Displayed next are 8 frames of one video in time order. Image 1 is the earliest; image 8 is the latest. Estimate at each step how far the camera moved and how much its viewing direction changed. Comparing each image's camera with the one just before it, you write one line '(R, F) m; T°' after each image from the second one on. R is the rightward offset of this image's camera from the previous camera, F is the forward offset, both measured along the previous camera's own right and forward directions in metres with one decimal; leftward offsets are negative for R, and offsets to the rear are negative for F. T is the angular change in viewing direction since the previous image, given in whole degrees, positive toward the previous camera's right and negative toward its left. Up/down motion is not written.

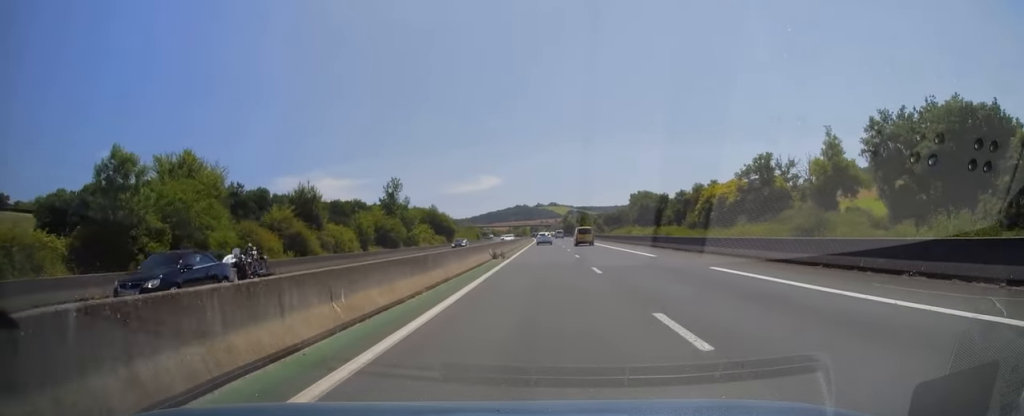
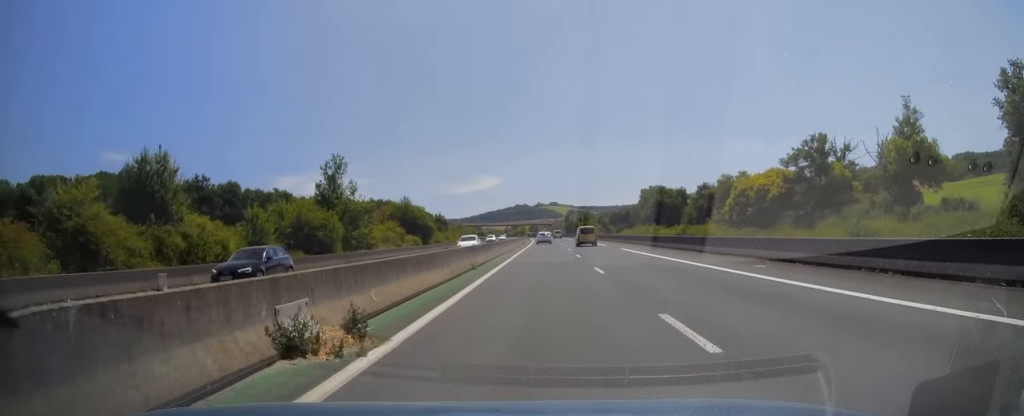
(+0.1, +25.9) m; 0°
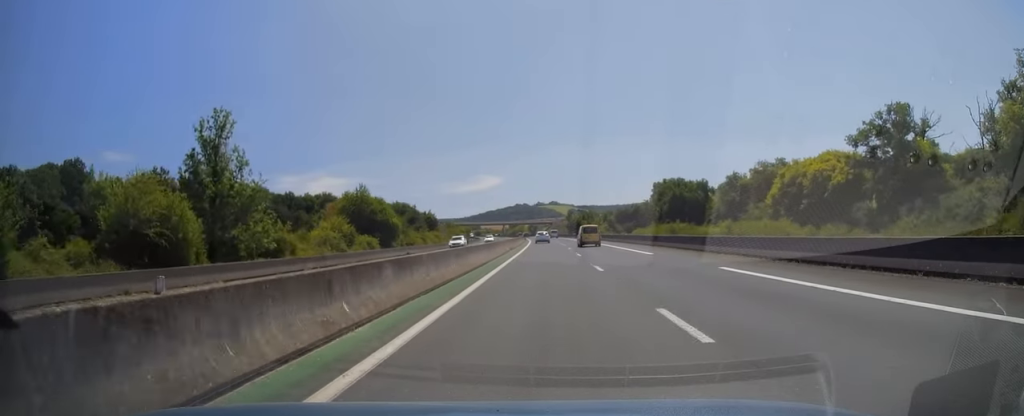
(+0.2, +25.1) m; 0°
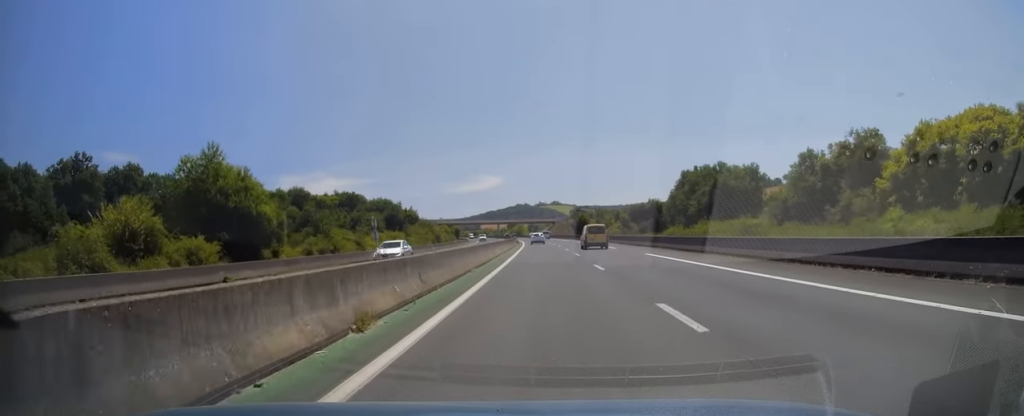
(-0.3, +38.1) m; 0°
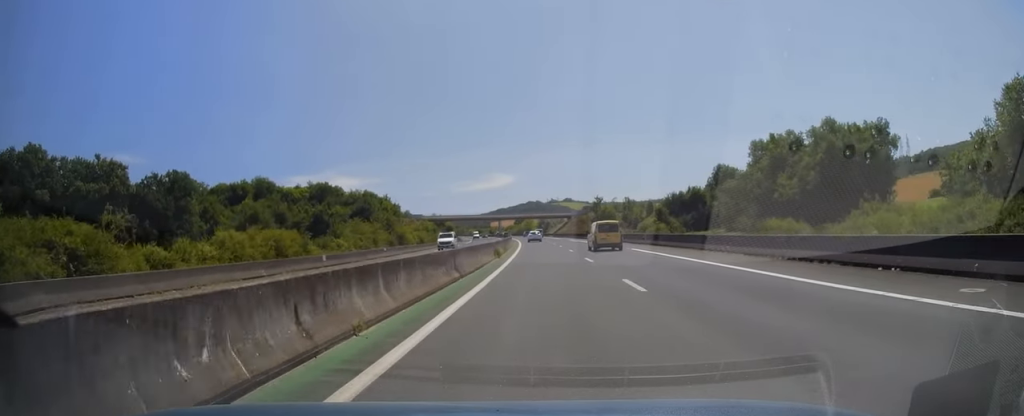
(-0.3, +46.7) m; -1°
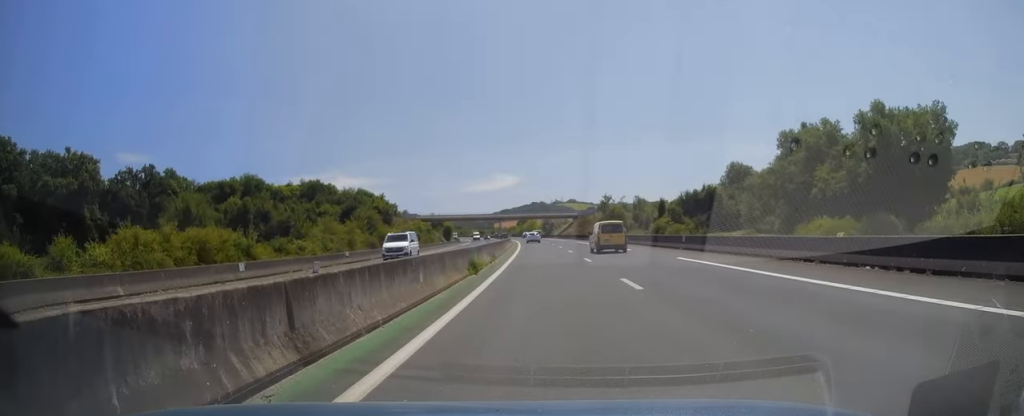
(0.0, +12.3) m; 0°
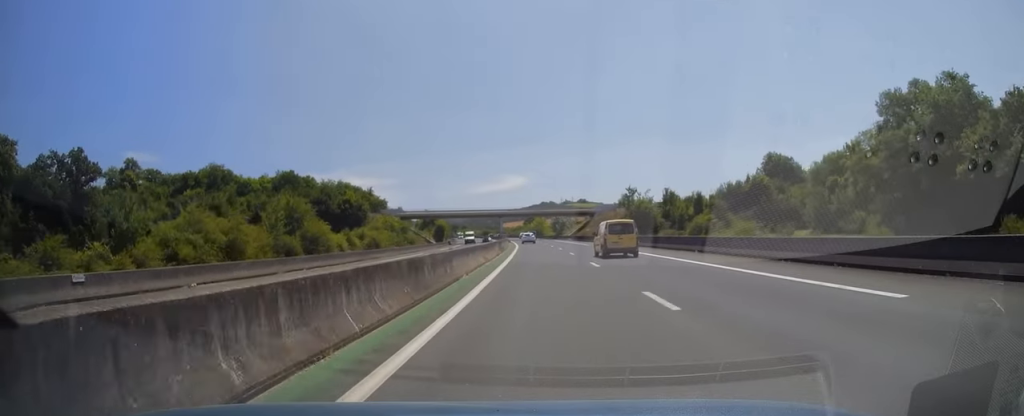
(-0.1, +29.8) m; -1°
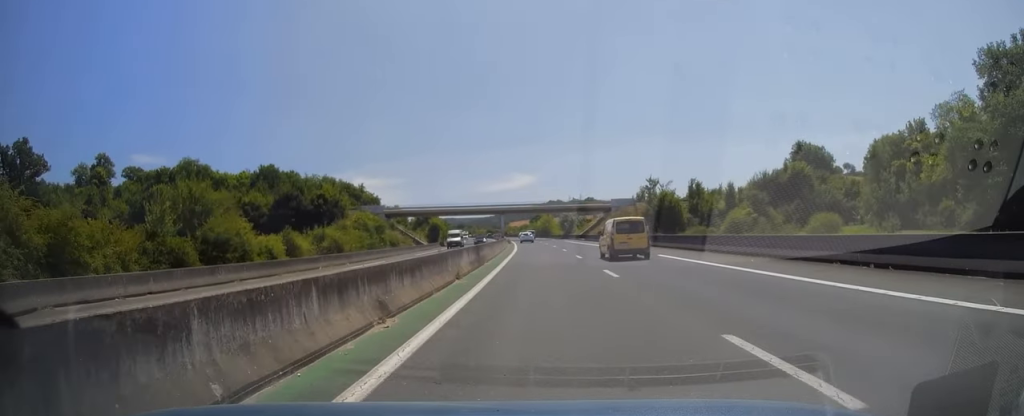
(-0.2, +18.5) m; -1°
